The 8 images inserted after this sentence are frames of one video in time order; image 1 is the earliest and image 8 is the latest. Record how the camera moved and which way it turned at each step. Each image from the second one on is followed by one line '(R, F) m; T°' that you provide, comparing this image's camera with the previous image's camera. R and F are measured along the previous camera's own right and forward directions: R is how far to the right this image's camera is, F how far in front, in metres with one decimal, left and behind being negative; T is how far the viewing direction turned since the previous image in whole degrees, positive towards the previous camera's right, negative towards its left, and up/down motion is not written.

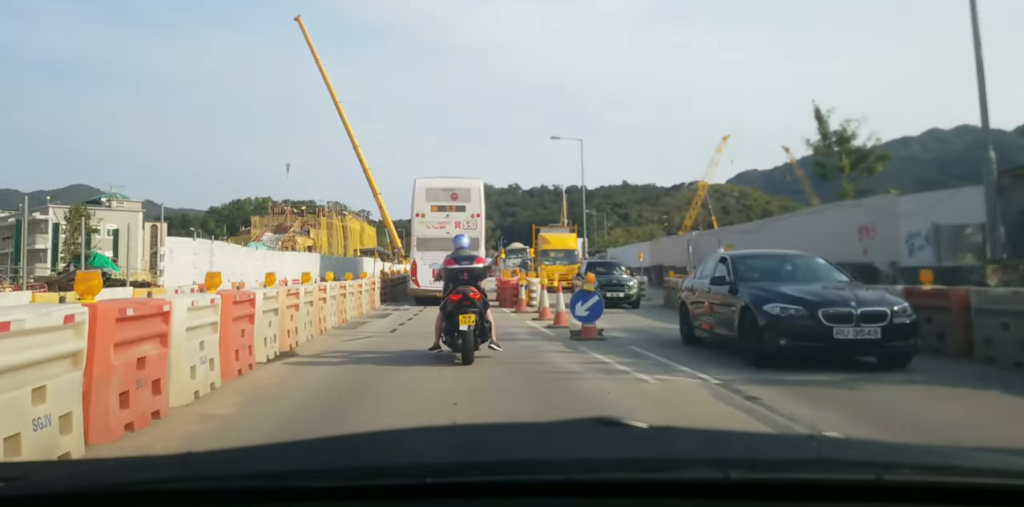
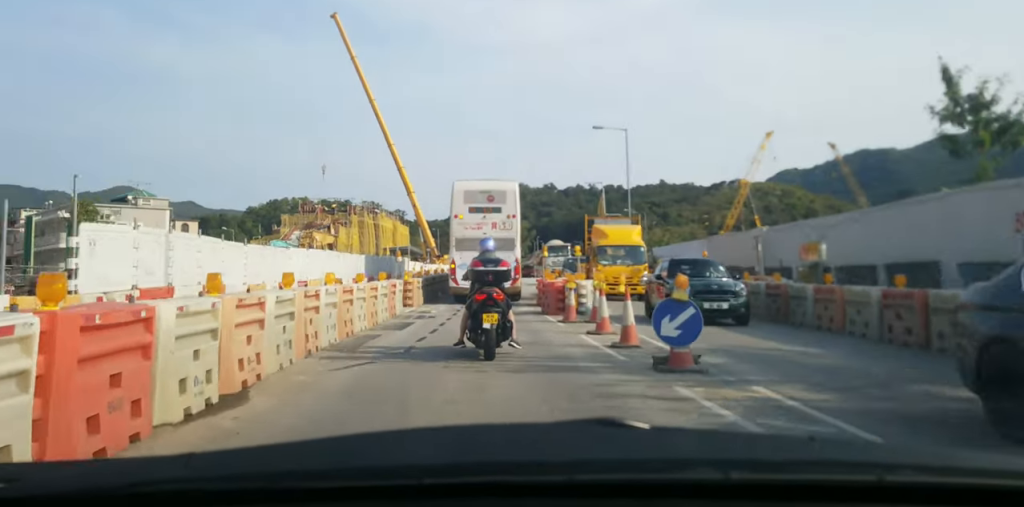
(-0.1, +4.0) m; -2°
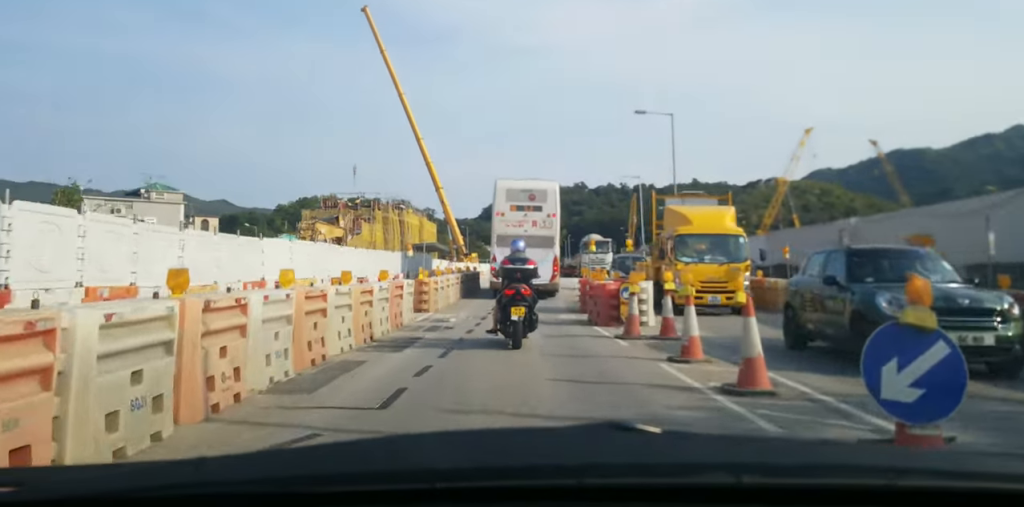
(0.0, +4.8) m; +2°
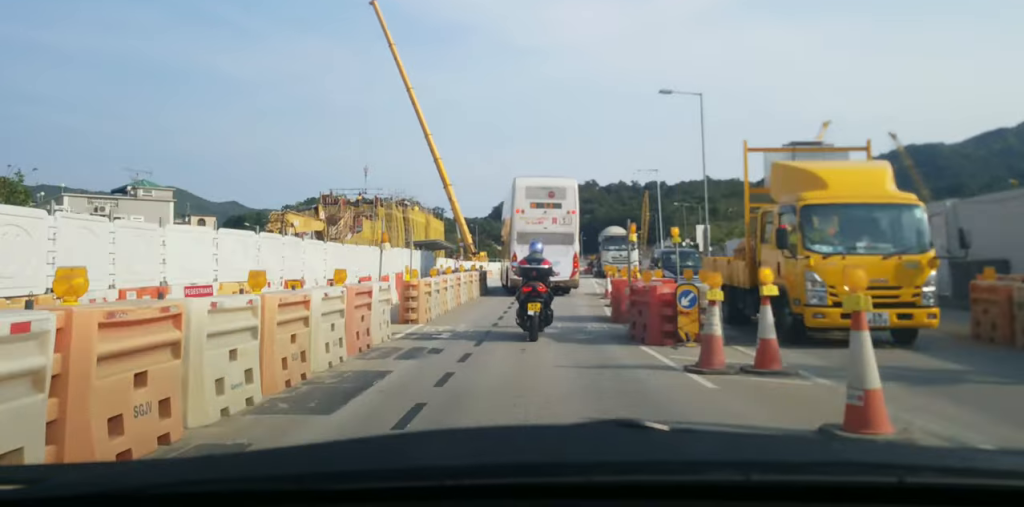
(+0.2, +4.7) m; -2°
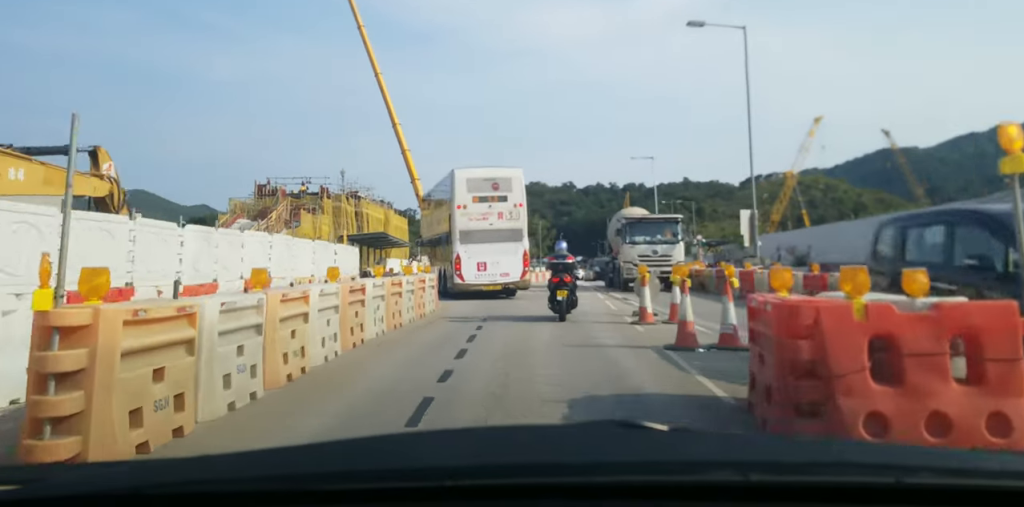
(-0.1, +11.6) m; +3°
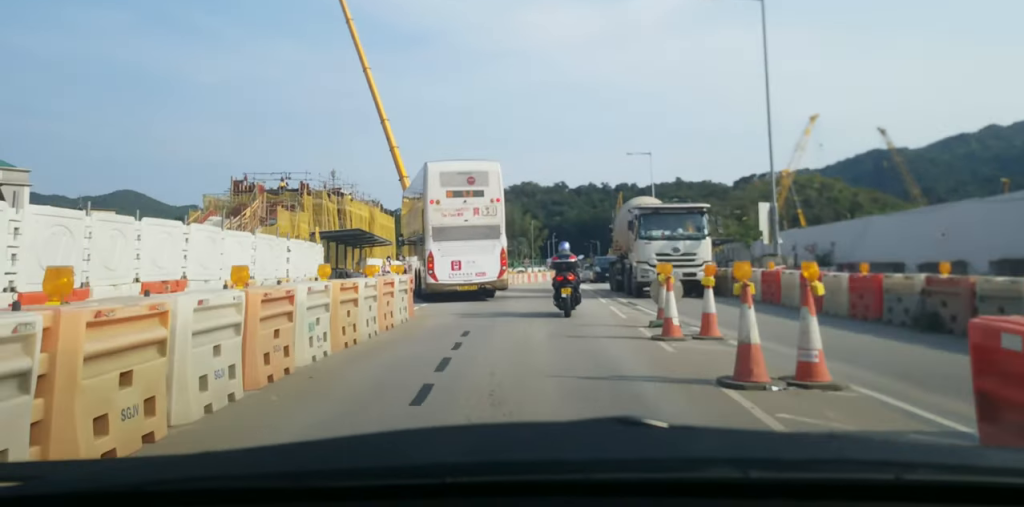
(+0.3, +3.1) m; +2°
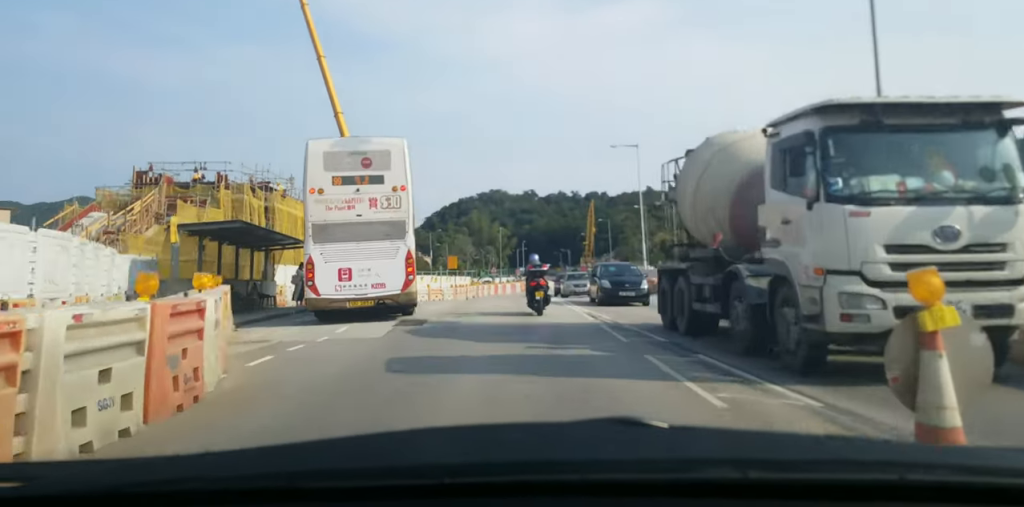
(-0.3, +10.0) m; -1°
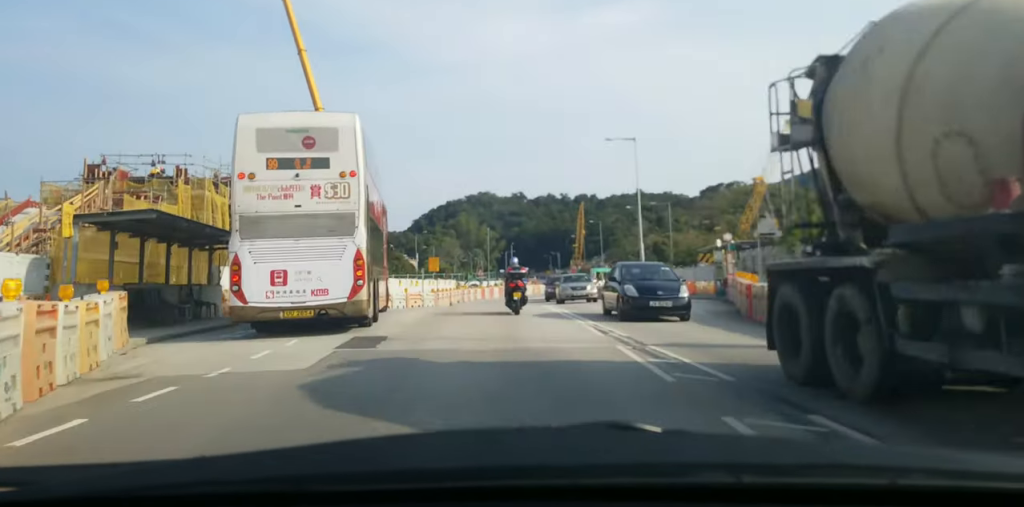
(+0.1, +4.4) m; 0°
